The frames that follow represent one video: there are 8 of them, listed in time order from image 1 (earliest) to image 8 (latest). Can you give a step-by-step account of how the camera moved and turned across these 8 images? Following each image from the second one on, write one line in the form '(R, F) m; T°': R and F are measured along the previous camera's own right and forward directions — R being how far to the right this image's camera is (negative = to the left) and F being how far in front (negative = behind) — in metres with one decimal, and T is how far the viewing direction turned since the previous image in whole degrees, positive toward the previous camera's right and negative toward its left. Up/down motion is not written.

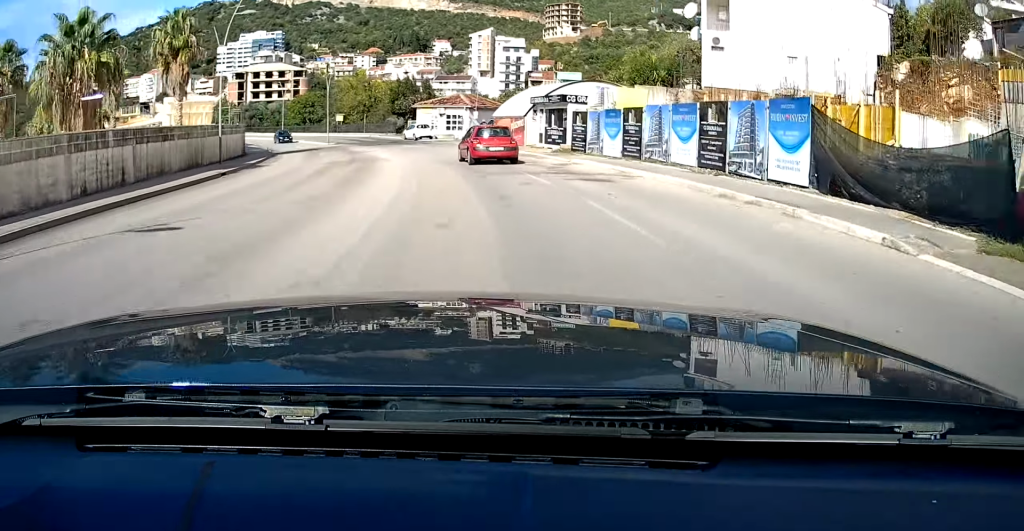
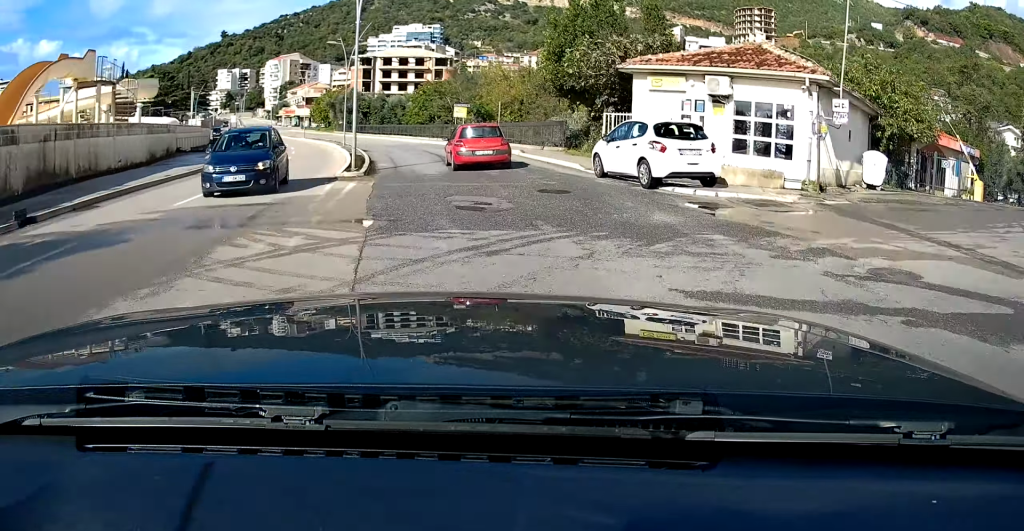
(-5.3, +44.8) m; -15°
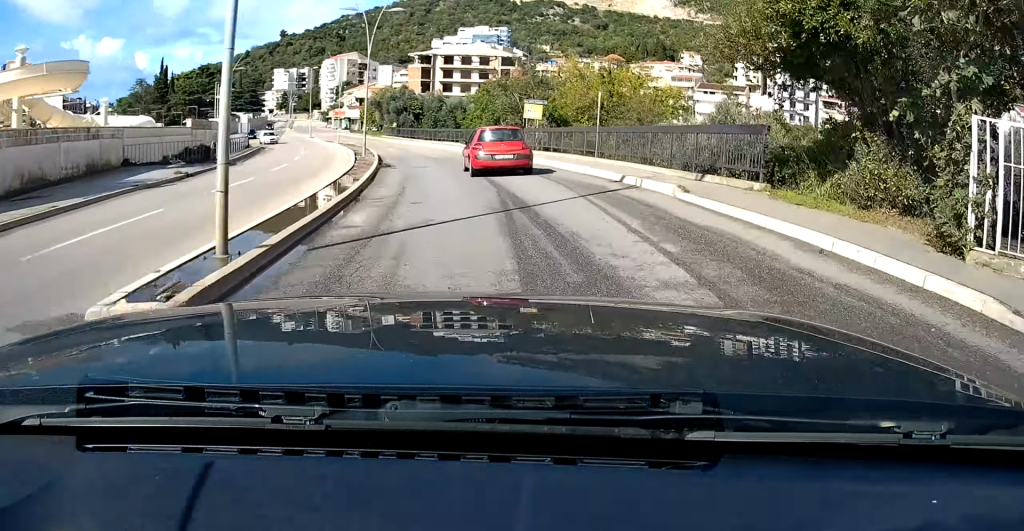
(-1.5, +15.2) m; -5°
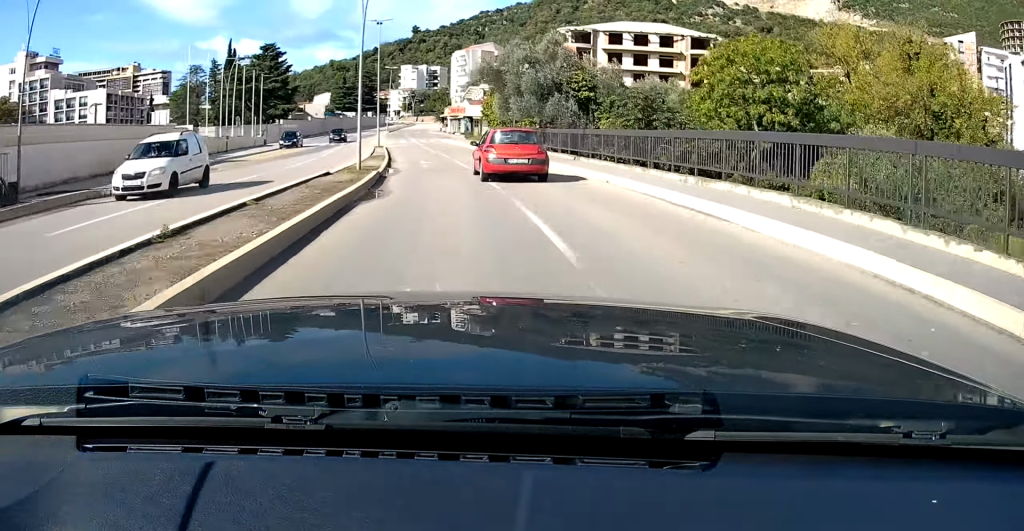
(-5.5, +44.1) m; -12°
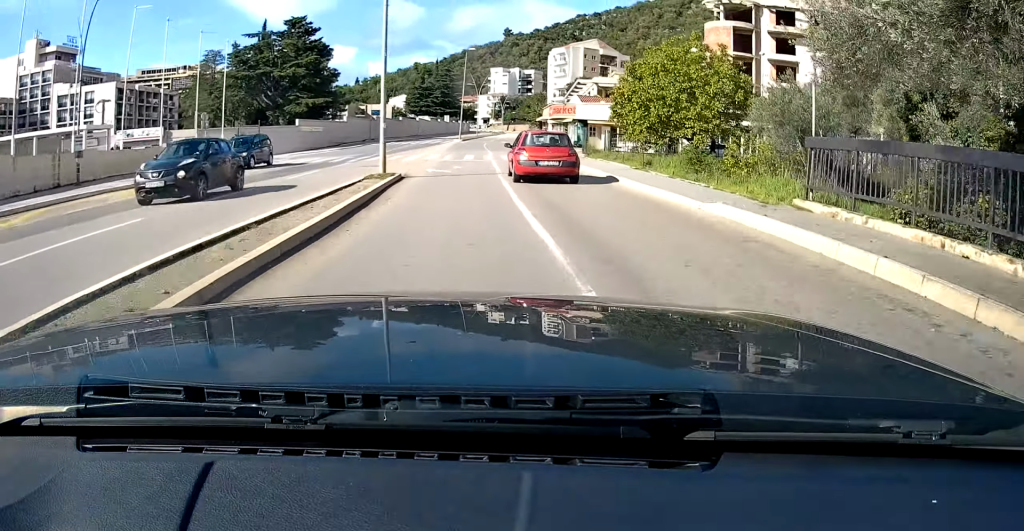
(-2.1, +31.8) m; -4°
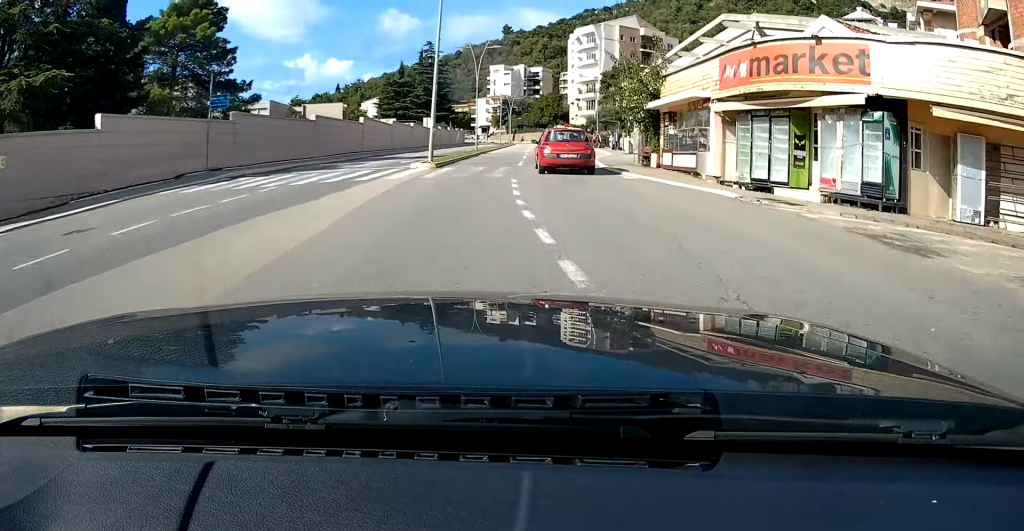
(-0.7, +46.0) m; +2°
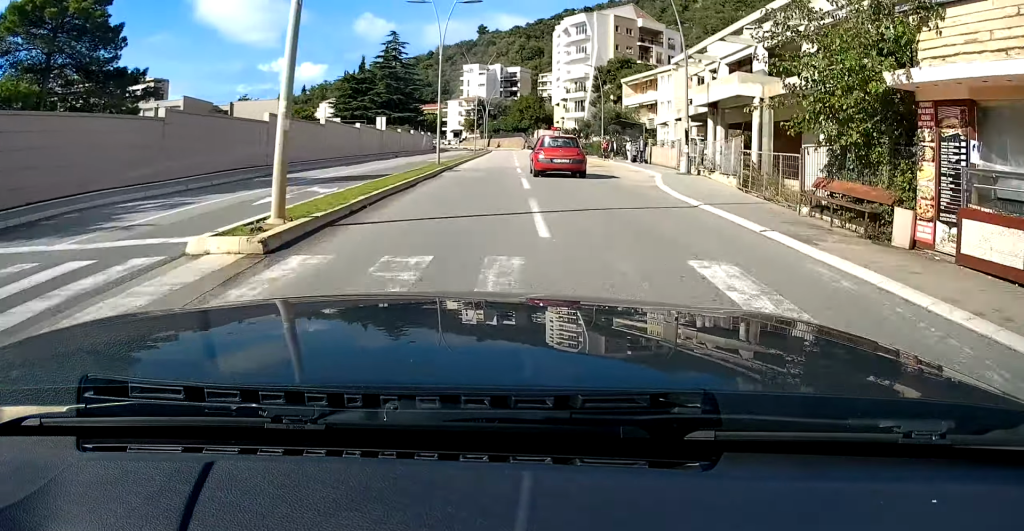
(+0.5, +17.1) m; +1°
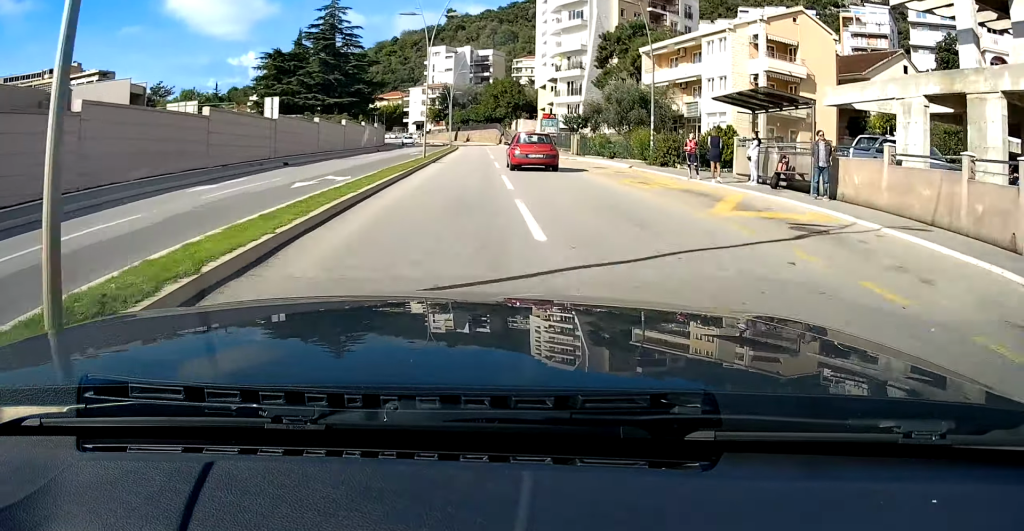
(+0.6, +24.5) m; +1°
